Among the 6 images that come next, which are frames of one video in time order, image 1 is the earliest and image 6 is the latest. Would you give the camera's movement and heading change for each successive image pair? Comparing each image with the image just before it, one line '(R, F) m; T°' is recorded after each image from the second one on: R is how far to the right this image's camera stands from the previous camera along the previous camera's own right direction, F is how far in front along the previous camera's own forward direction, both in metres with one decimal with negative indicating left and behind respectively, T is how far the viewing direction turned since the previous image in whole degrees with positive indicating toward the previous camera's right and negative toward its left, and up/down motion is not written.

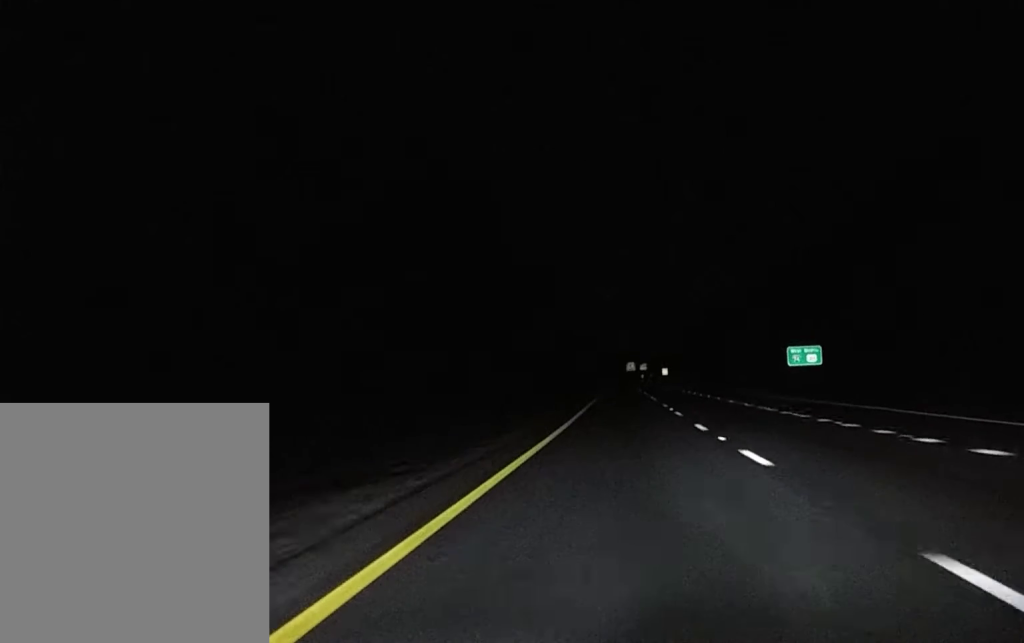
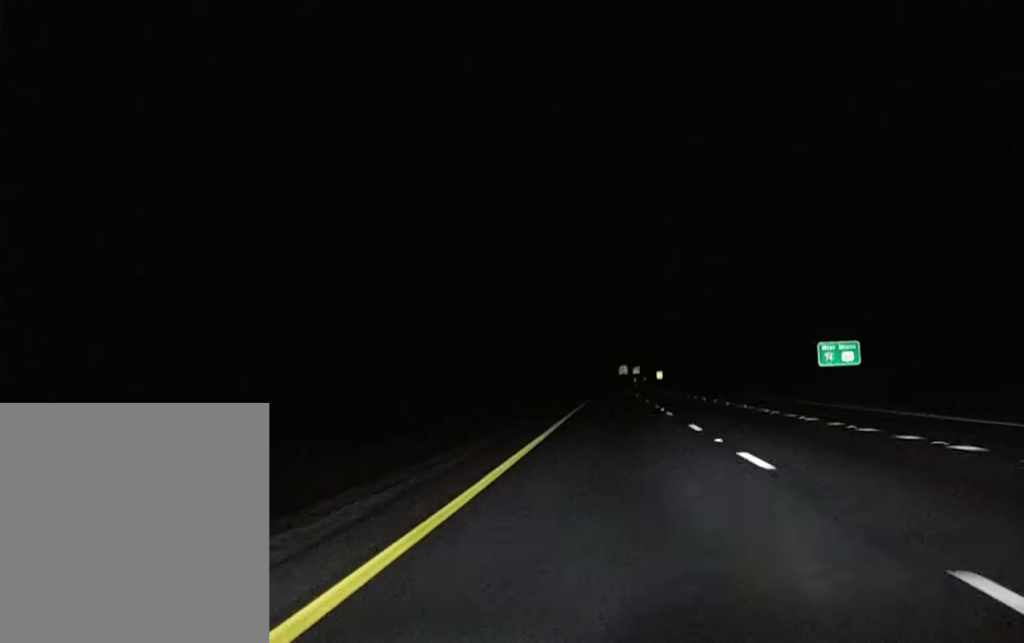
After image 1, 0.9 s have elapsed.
(+0.1, +27.8) m; 0°
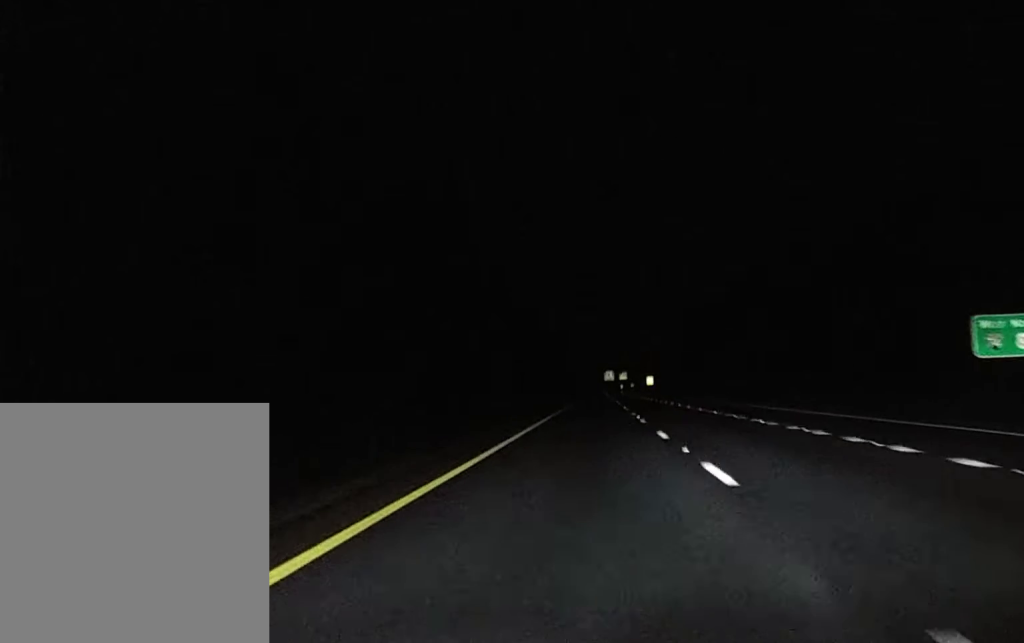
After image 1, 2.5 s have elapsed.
(0.0, +47.8) m; 0°
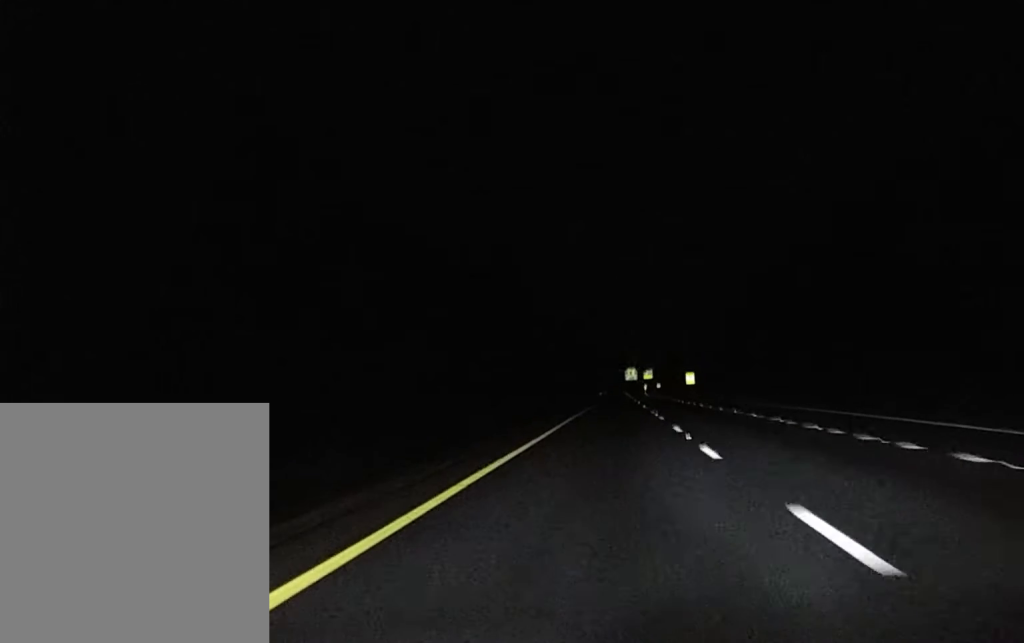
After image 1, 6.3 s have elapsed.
(+1.3, +103.1) m; -1°
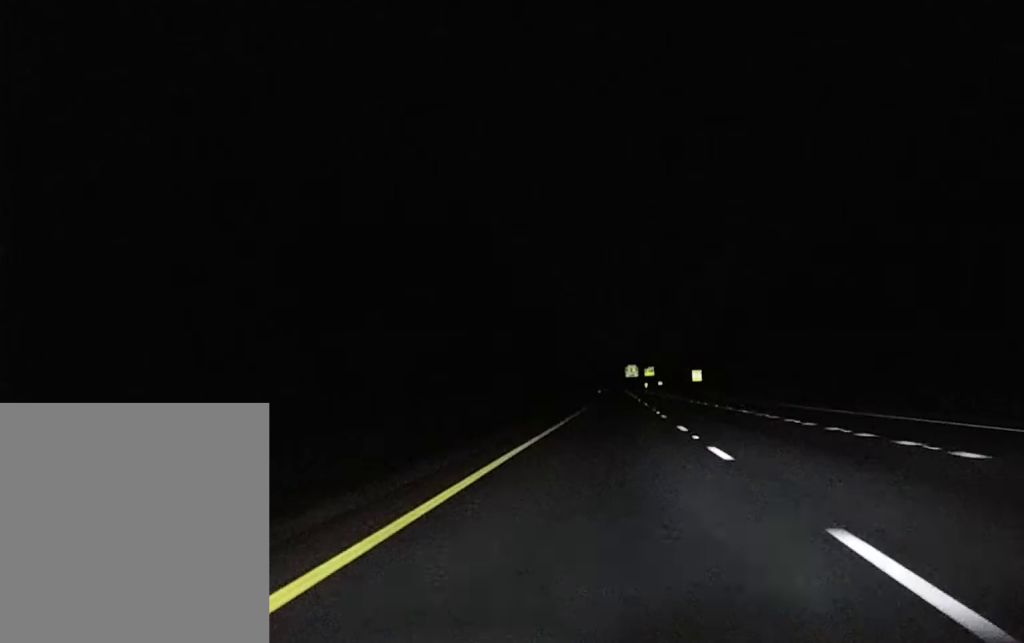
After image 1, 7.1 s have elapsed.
(-0.1, +25.8) m; 0°
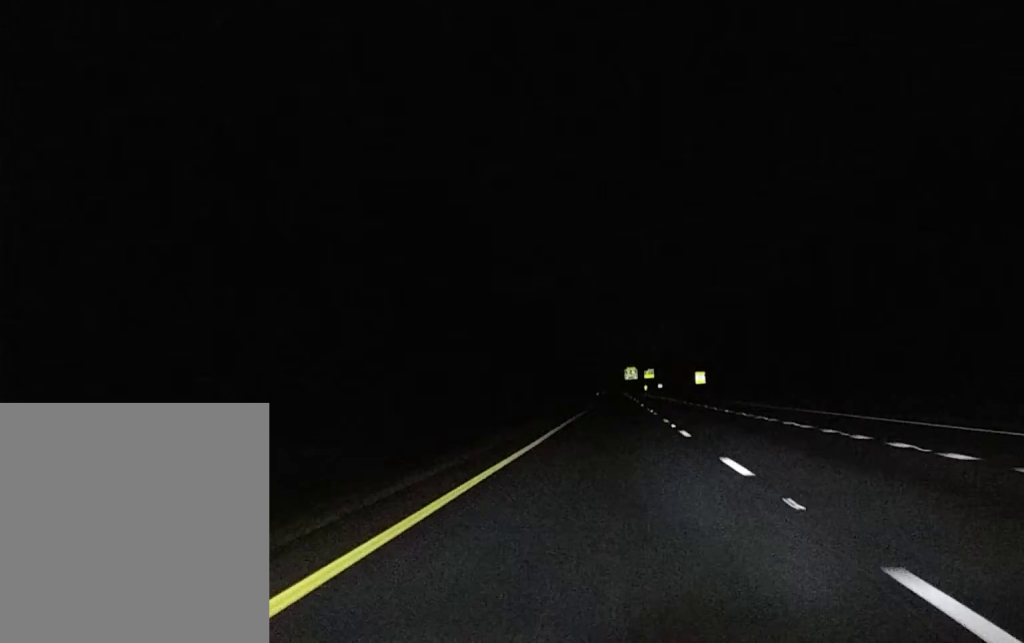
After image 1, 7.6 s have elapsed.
(0.0, +12.8) m; 0°
